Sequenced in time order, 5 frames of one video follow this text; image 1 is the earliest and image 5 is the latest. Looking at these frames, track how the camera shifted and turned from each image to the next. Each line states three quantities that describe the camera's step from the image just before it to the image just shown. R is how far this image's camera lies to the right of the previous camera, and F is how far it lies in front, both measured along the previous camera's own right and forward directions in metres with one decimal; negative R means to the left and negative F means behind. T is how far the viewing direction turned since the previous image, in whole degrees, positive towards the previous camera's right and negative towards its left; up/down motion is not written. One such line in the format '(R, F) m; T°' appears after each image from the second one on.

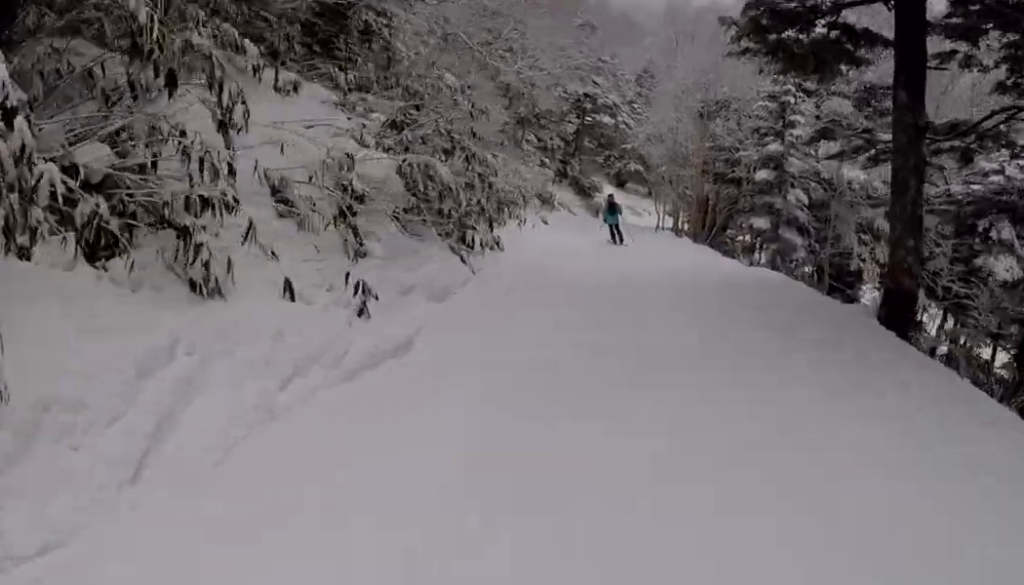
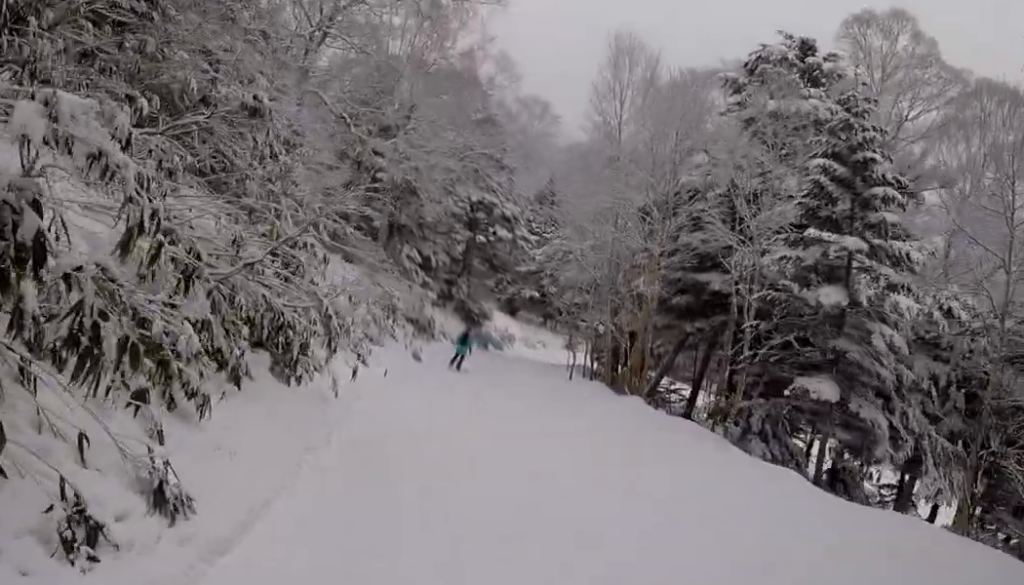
(0.0, +10.5) m; -4°
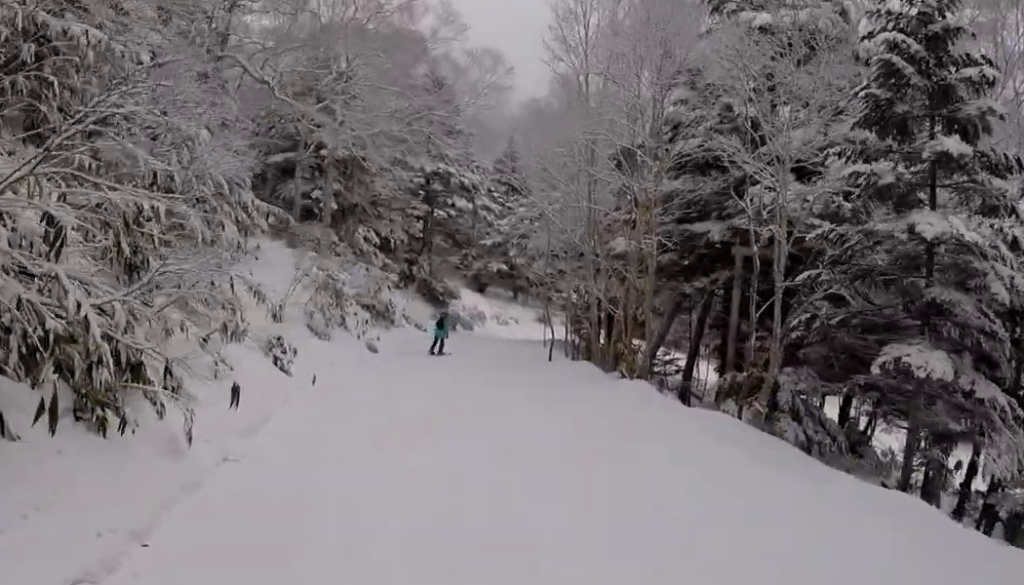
(-0.1, +3.4) m; -5°
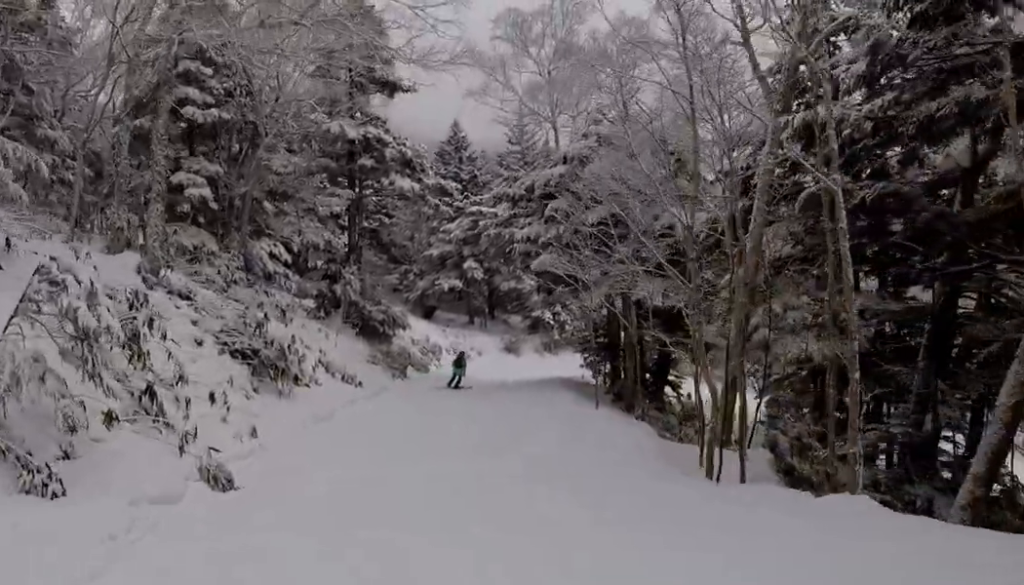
(-1.0, +14.5) m; +4°
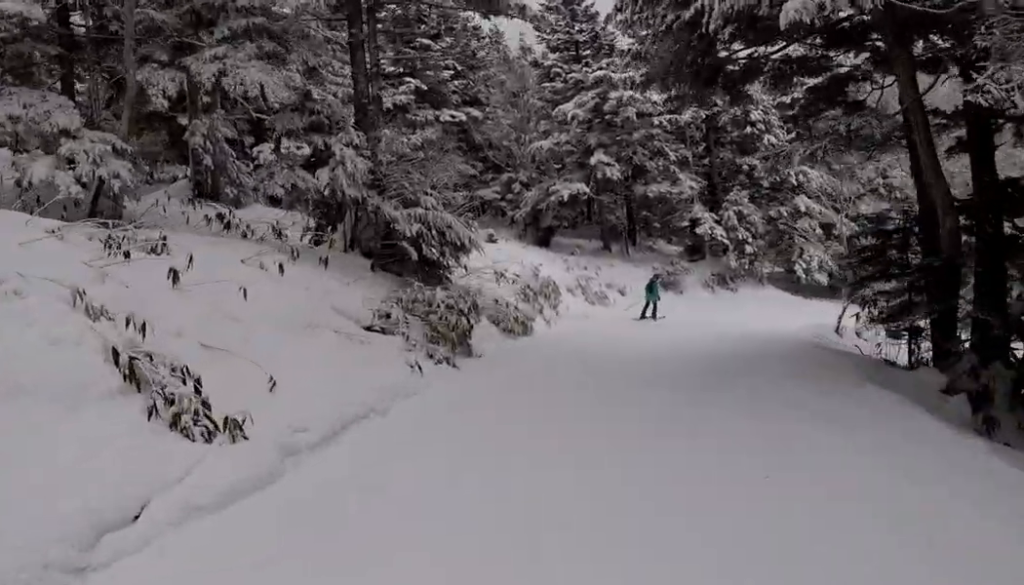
(+2.0, +14.5) m; +9°
